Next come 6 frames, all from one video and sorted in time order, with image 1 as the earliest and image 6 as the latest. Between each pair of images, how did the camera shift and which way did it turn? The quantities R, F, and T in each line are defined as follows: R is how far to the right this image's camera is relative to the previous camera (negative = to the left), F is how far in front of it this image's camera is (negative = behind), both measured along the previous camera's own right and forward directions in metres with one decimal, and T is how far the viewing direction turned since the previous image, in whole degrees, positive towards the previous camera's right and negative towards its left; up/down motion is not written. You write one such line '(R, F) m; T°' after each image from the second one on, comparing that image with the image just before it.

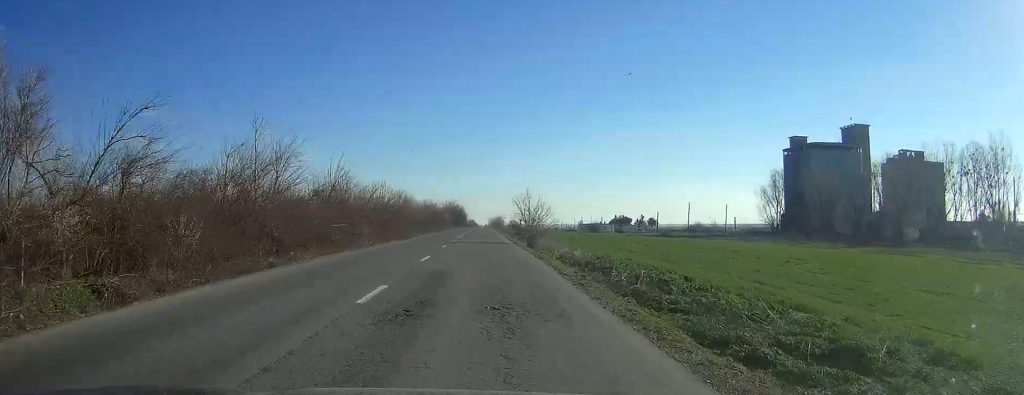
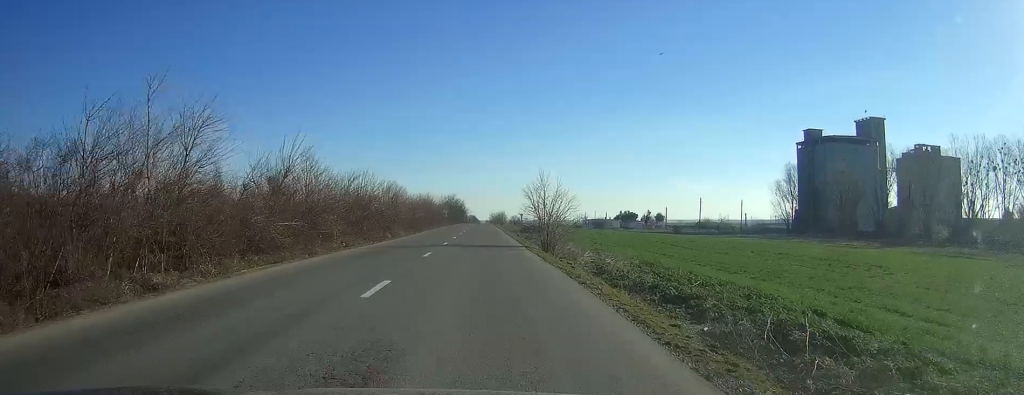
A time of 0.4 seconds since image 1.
(0.0, +11.6) m; 0°
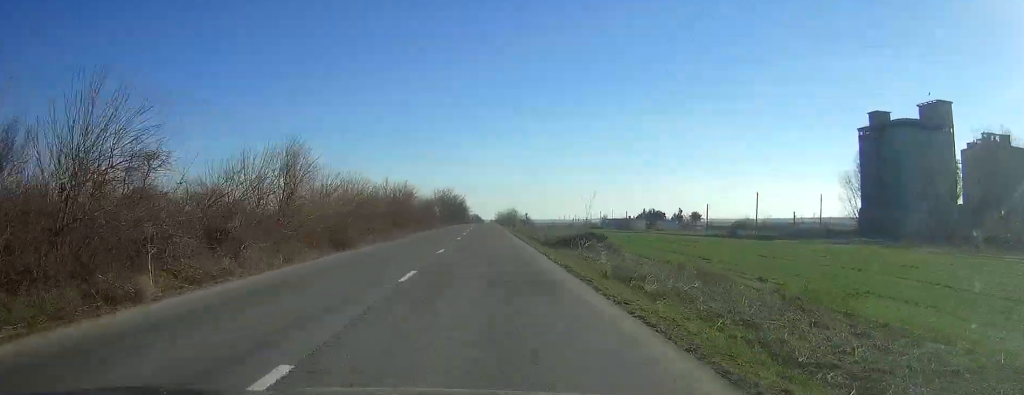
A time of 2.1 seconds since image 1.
(0.0, +44.7) m; 0°
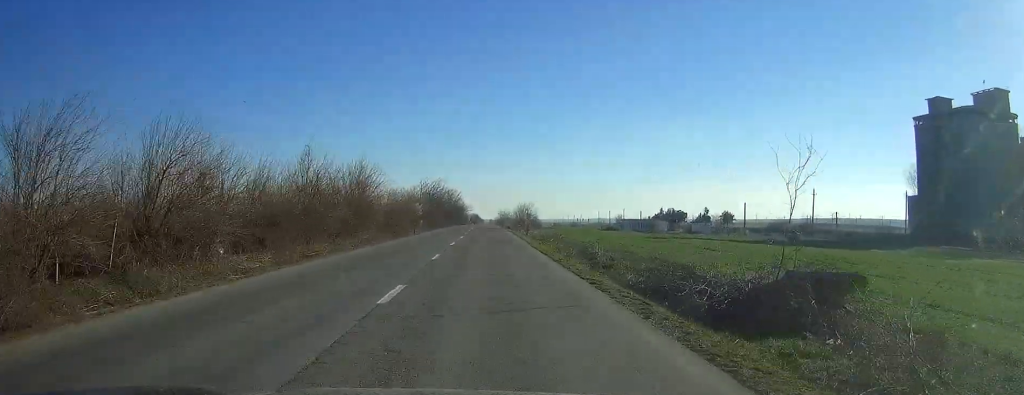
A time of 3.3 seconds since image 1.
(0.0, +33.1) m; 0°
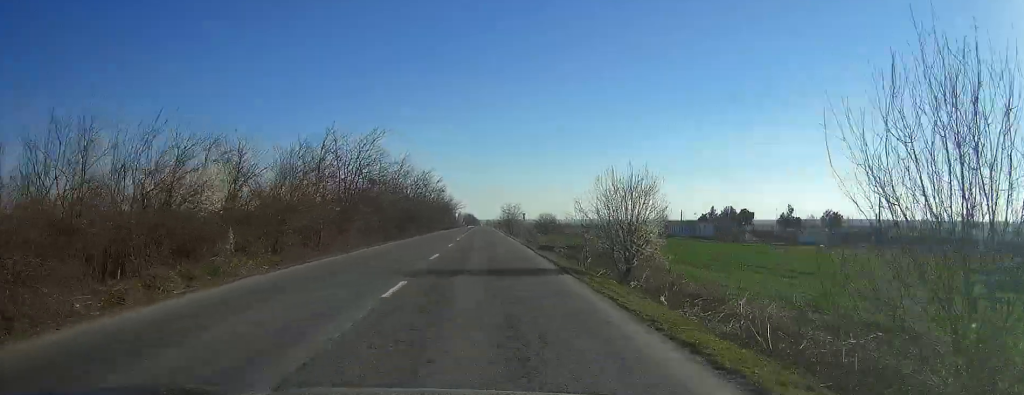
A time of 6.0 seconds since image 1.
(-0.3, +70.7) m; 0°
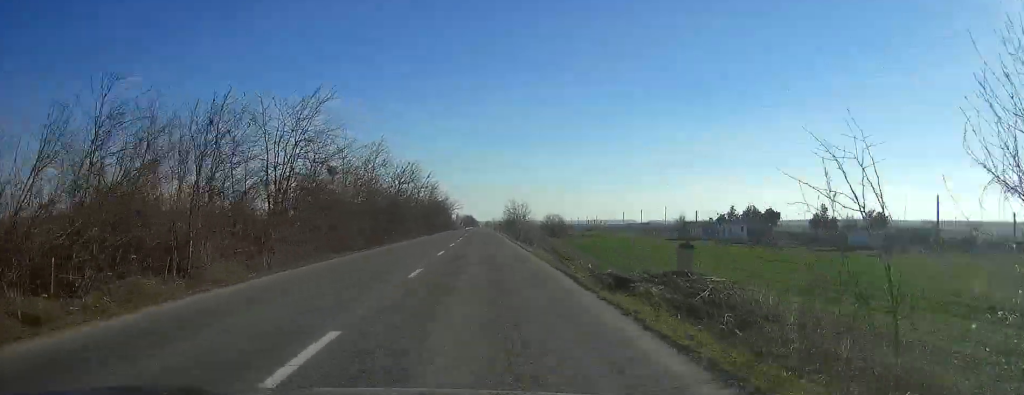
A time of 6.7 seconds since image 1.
(0.0, +18.8) m; 0°
